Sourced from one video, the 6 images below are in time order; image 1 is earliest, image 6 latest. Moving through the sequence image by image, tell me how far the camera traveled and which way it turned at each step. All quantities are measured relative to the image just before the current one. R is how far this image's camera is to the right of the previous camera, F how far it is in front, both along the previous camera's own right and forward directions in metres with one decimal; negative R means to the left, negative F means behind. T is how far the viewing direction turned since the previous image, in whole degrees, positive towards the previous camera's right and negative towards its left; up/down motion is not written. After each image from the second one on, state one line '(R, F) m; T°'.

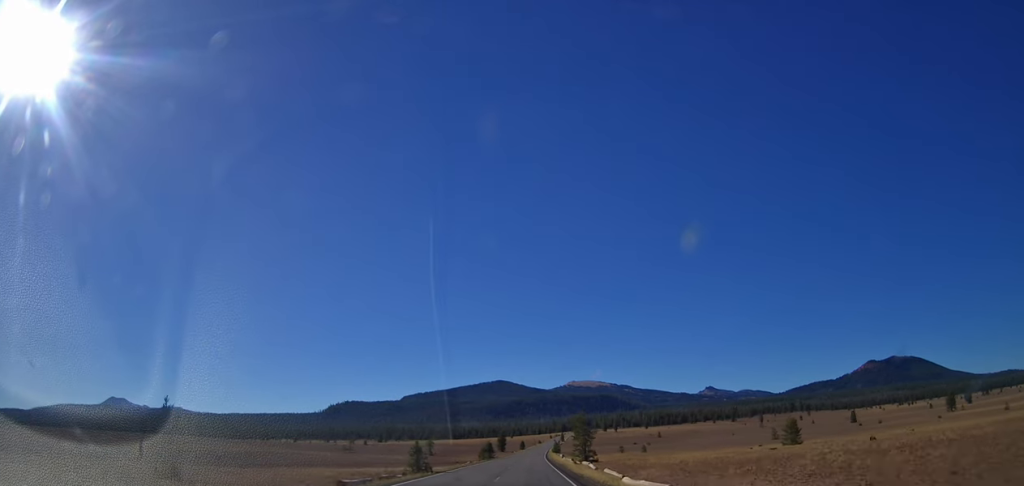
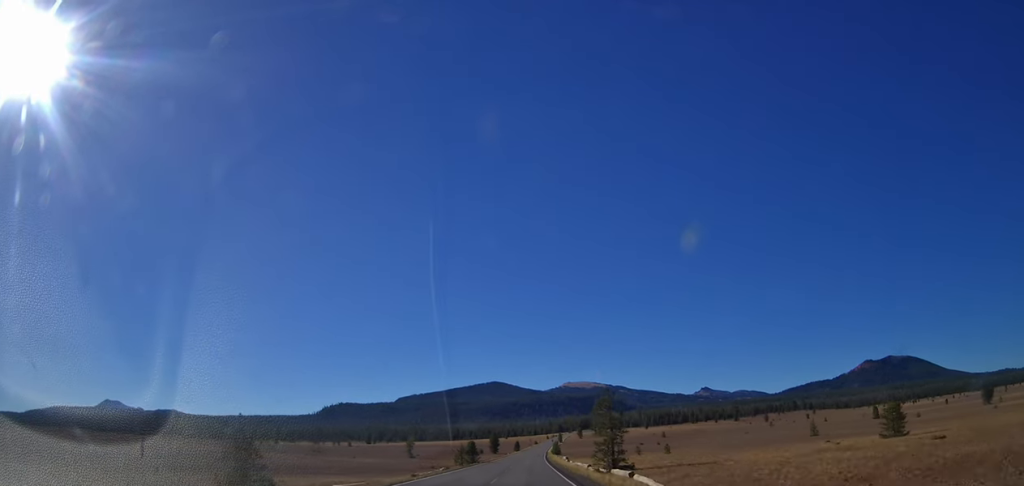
(+0.4, +23.1) m; +2°
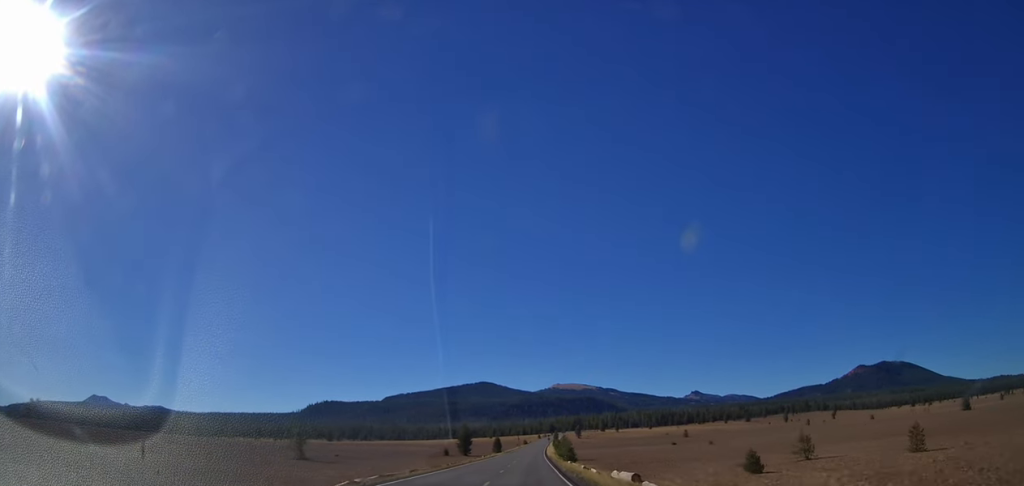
(+0.9, +65.9) m; +1°
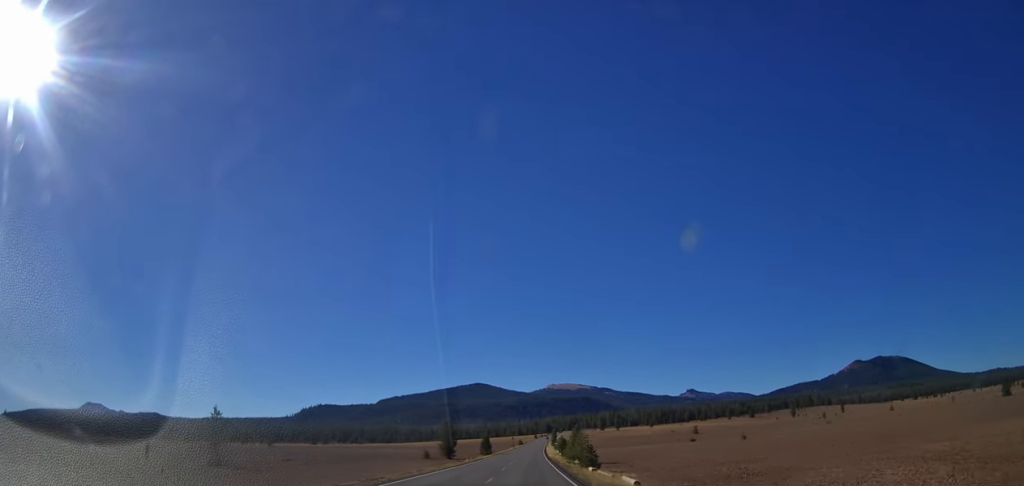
(0.0, +22.2) m; 0°
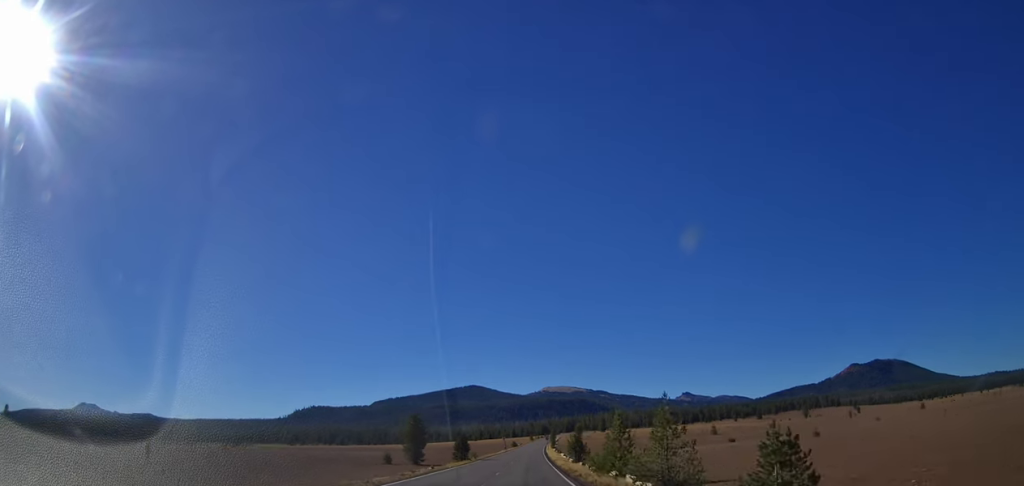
(-0.3, +29.8) m; 0°
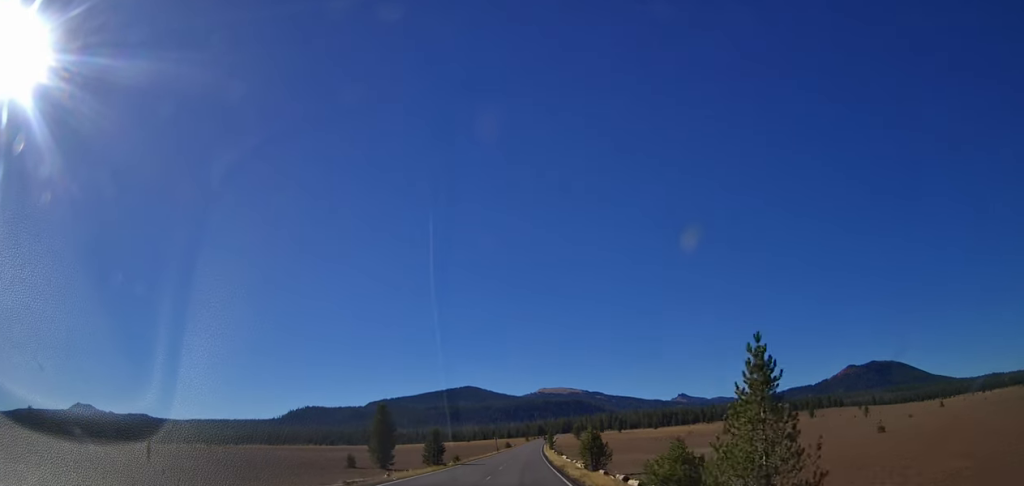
(+0.2, +16.9) m; +1°
